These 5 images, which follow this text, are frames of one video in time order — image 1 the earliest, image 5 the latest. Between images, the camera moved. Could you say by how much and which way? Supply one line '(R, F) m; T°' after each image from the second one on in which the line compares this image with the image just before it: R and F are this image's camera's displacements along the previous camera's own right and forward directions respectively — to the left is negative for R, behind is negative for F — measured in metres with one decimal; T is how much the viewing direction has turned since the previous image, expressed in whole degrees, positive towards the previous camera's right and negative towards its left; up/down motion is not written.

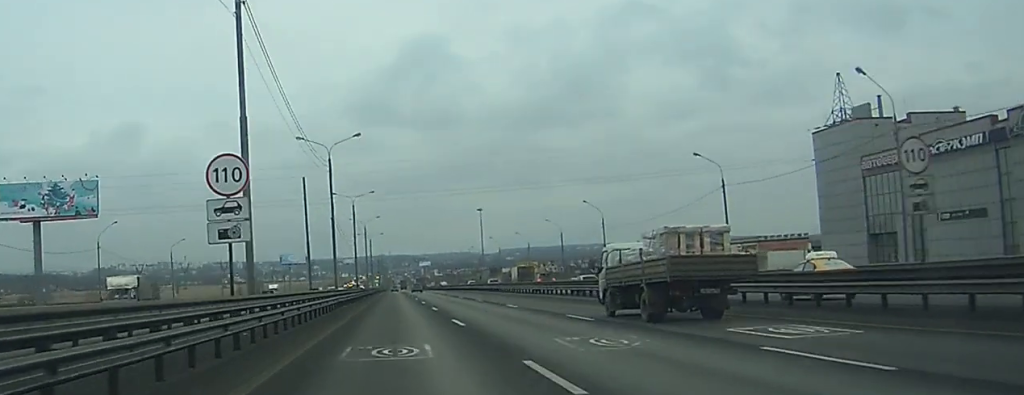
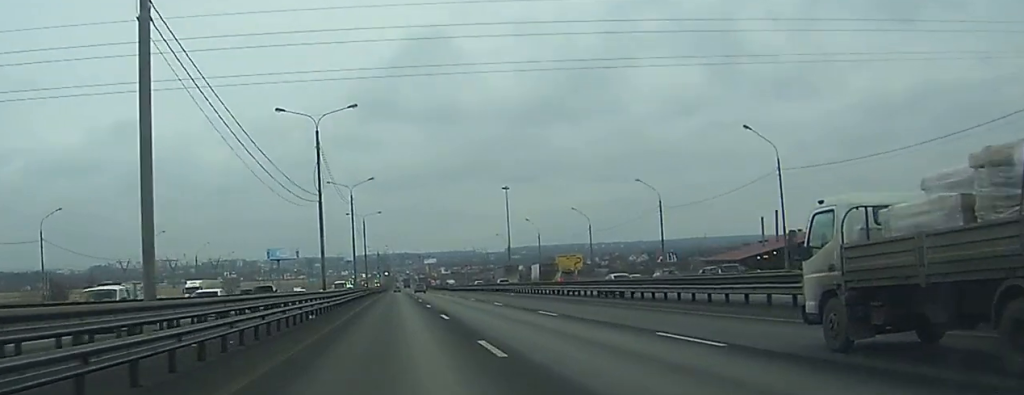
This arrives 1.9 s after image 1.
(+0.1, +61.8) m; 0°
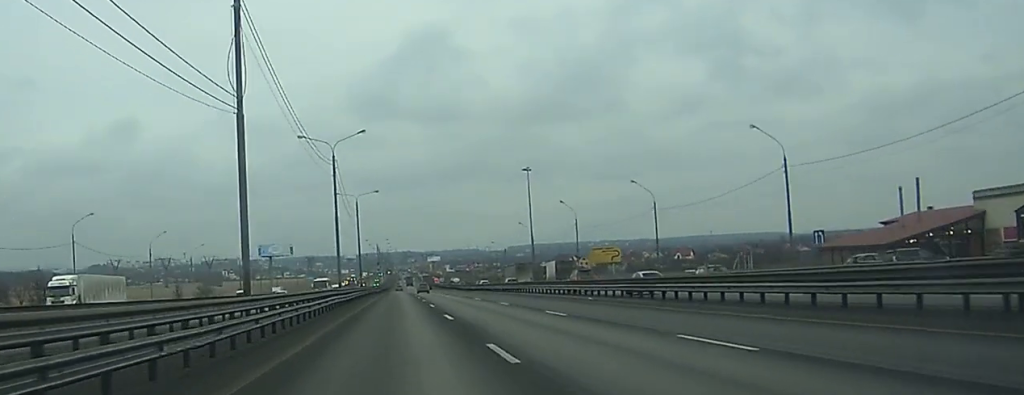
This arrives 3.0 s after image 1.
(0.0, +33.3) m; 0°
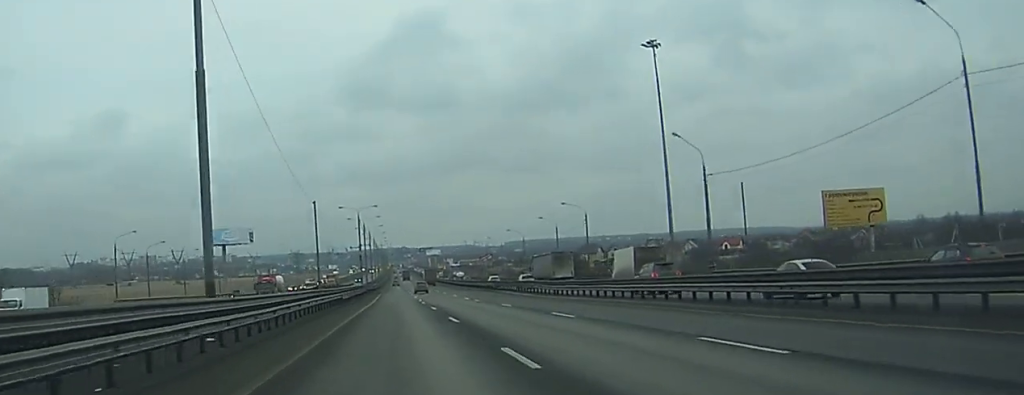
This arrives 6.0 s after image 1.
(0.0, +95.3) m; 0°
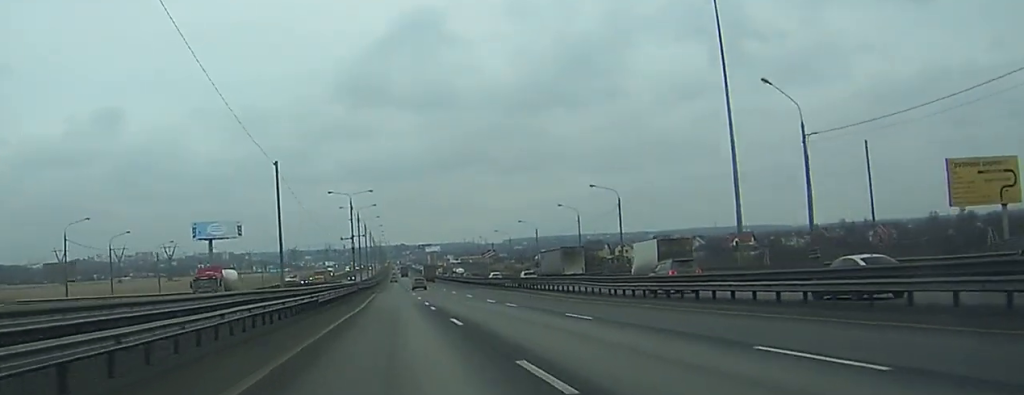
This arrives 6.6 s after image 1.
(0.0, +18.8) m; 0°
